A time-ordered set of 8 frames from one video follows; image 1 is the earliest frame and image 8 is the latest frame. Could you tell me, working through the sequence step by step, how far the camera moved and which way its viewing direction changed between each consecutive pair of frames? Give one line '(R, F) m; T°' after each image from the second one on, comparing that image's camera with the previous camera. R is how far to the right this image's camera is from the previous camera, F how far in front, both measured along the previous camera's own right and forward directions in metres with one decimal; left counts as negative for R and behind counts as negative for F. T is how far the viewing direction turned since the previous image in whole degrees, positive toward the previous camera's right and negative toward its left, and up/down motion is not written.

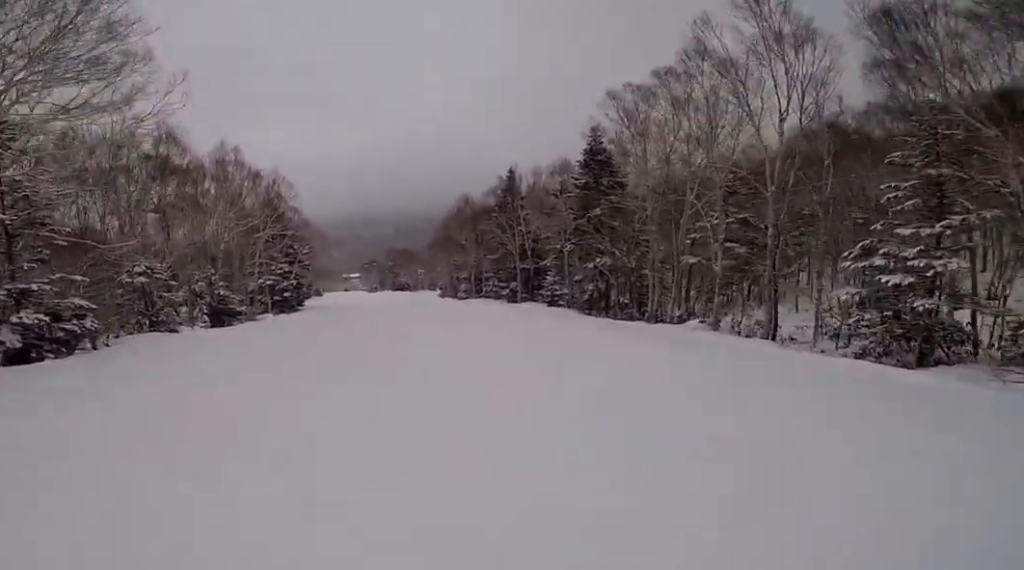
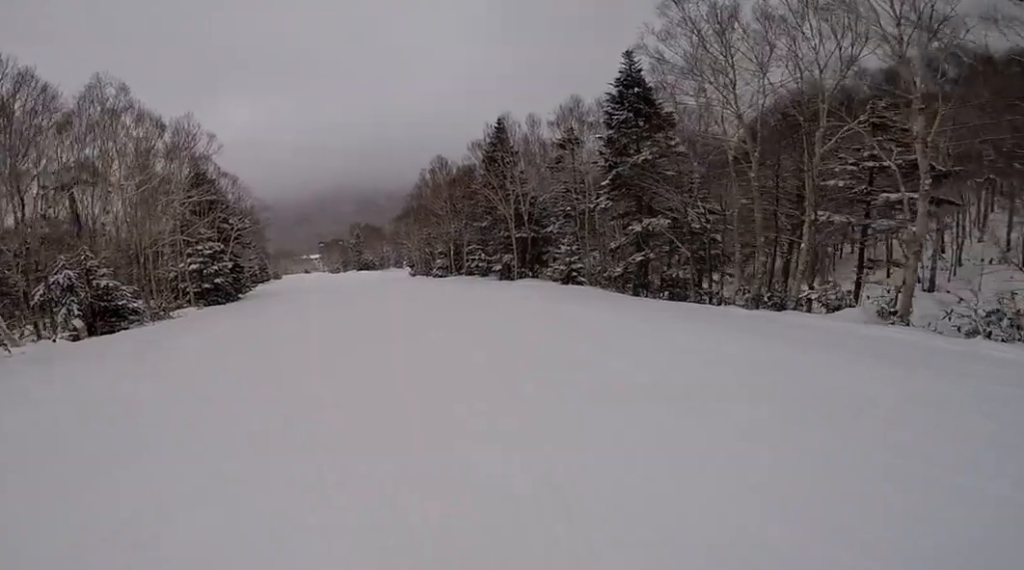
(+1.3, +10.0) m; +5°
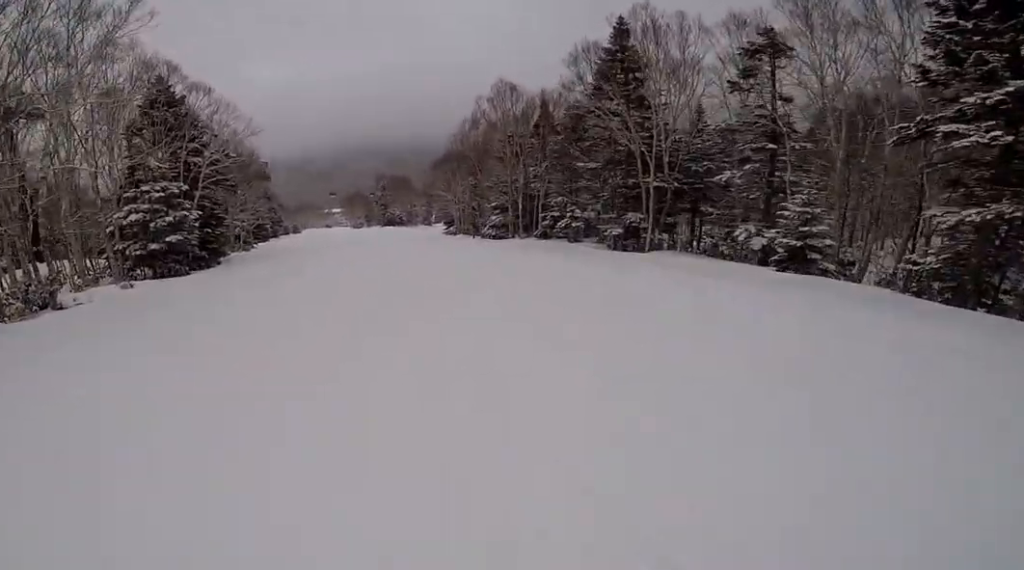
(0.0, +13.9) m; +1°
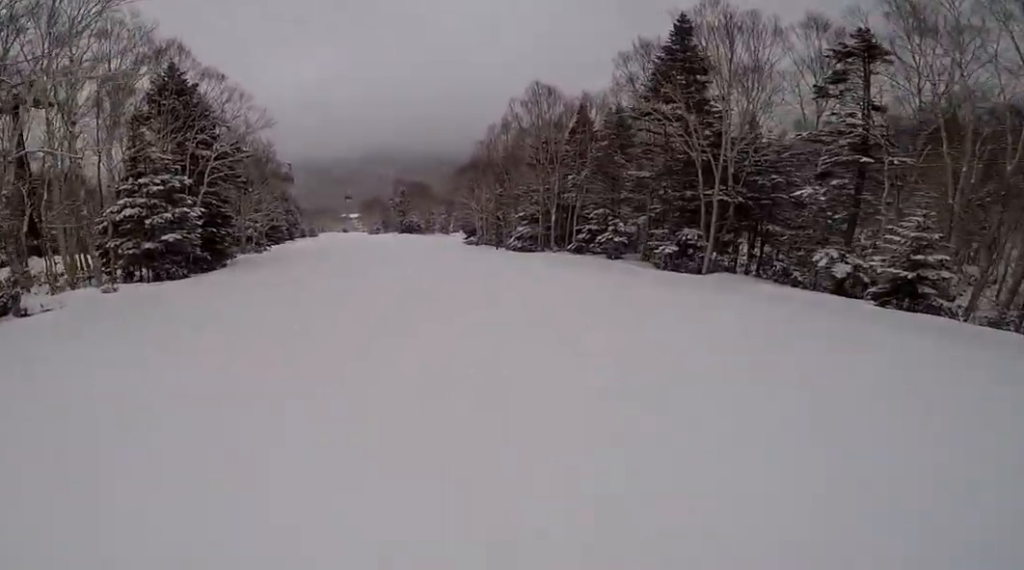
(-0.4, +3.1) m; -3°
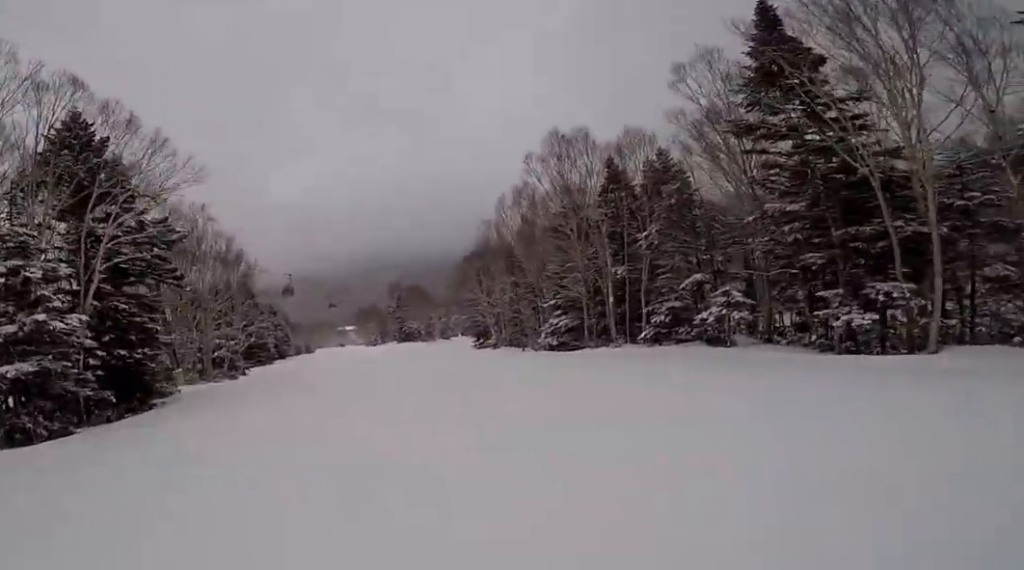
(-1.1, +10.6) m; -6°
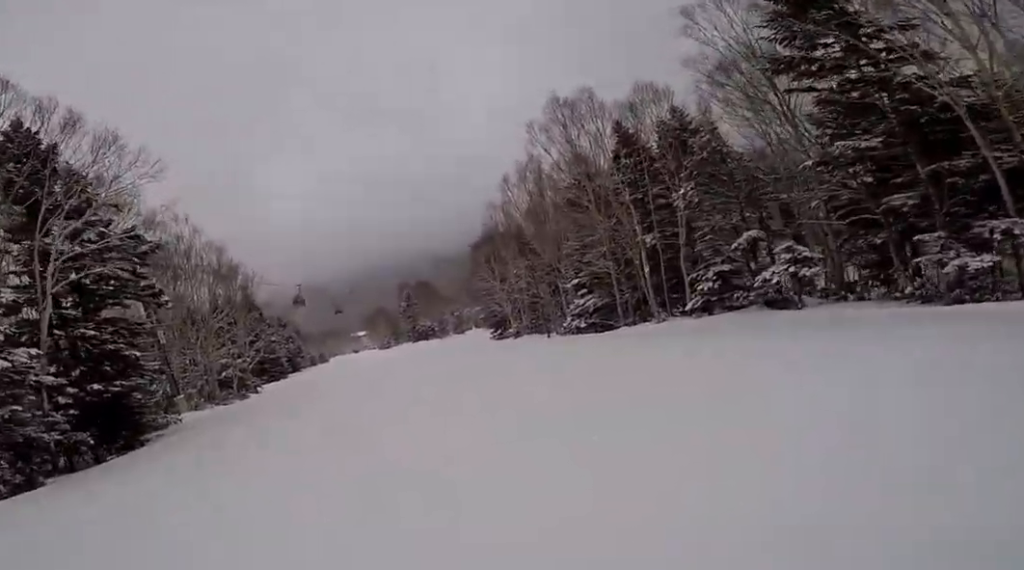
(-0.1, +2.9) m; 0°
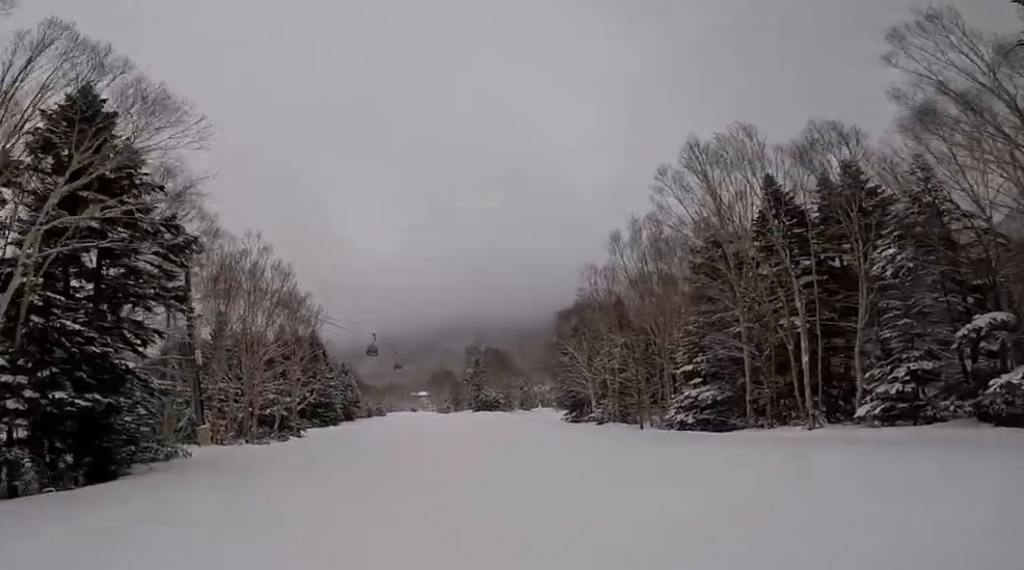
(-0.4, +4.9) m; +1°
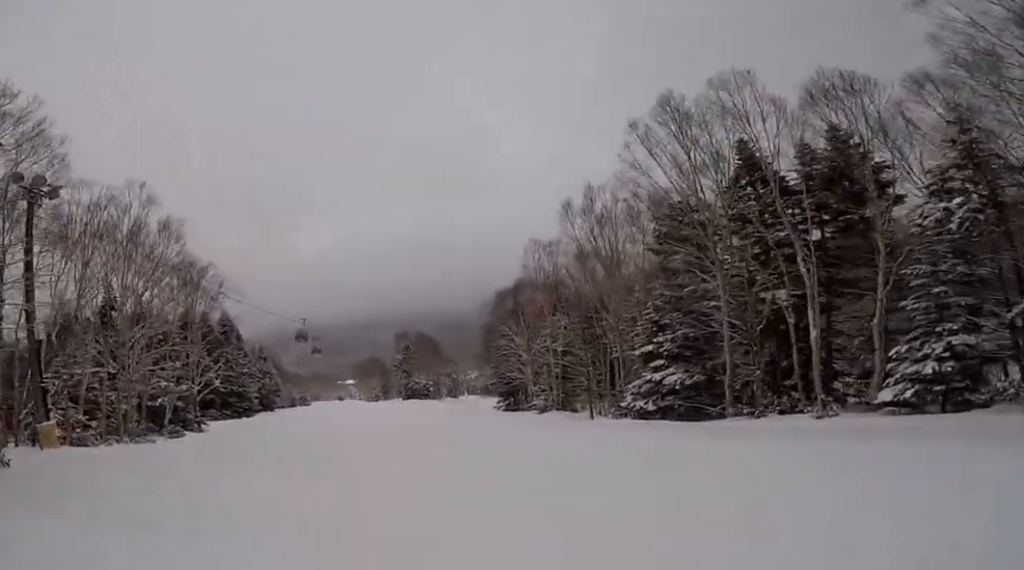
(+0.5, +5.2) m; +5°
